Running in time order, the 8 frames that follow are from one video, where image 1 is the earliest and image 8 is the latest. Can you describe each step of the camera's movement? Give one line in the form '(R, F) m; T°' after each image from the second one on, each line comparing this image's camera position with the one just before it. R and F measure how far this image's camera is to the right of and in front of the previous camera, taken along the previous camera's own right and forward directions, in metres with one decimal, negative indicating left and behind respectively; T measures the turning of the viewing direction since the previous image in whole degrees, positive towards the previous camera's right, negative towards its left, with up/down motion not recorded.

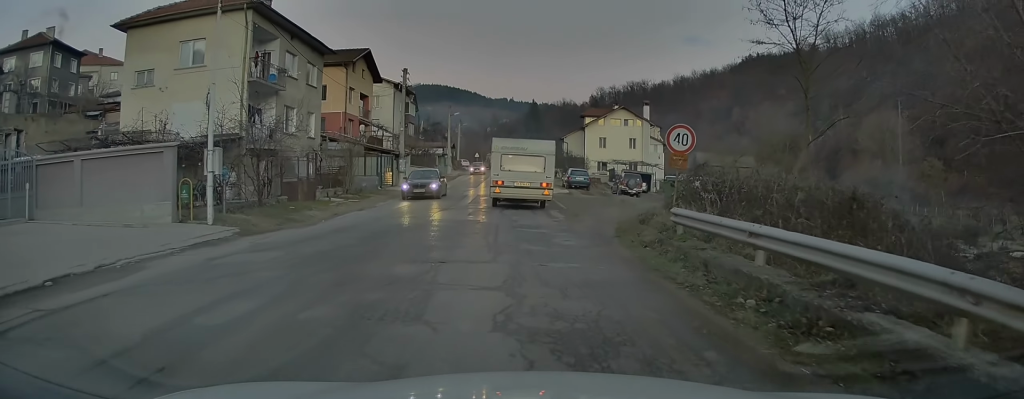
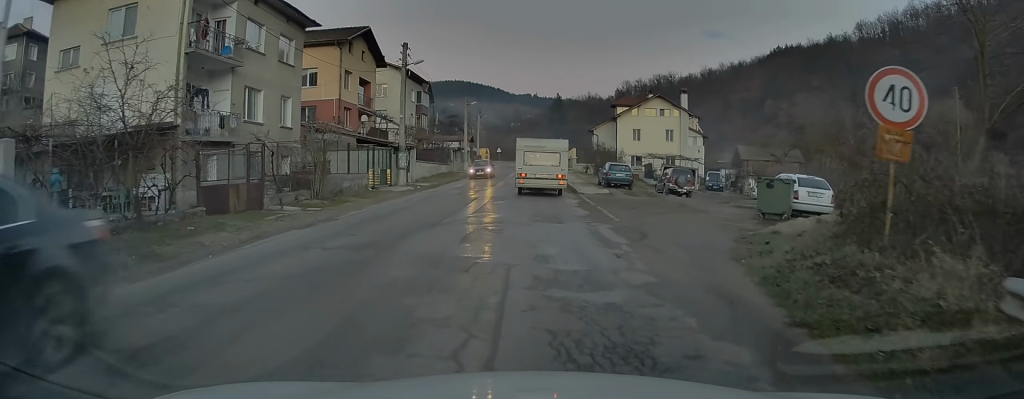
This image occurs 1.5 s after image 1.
(-0.8, +8.8) m; -5°
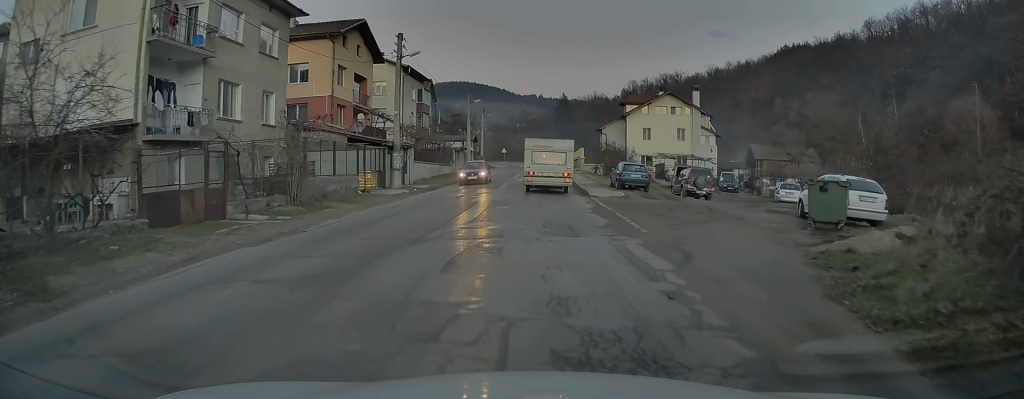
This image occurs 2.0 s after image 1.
(-0.1, +3.2) m; +1°
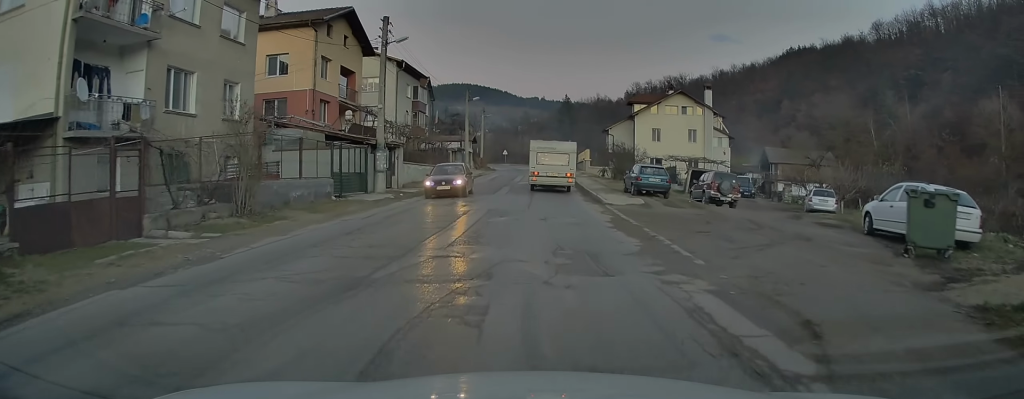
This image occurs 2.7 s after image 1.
(+0.3, +4.5) m; -1°
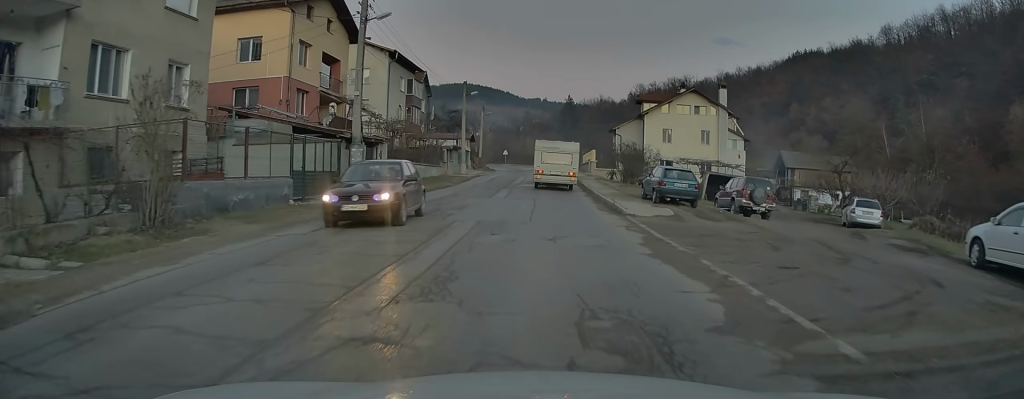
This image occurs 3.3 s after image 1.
(-0.1, +4.8) m; -1°
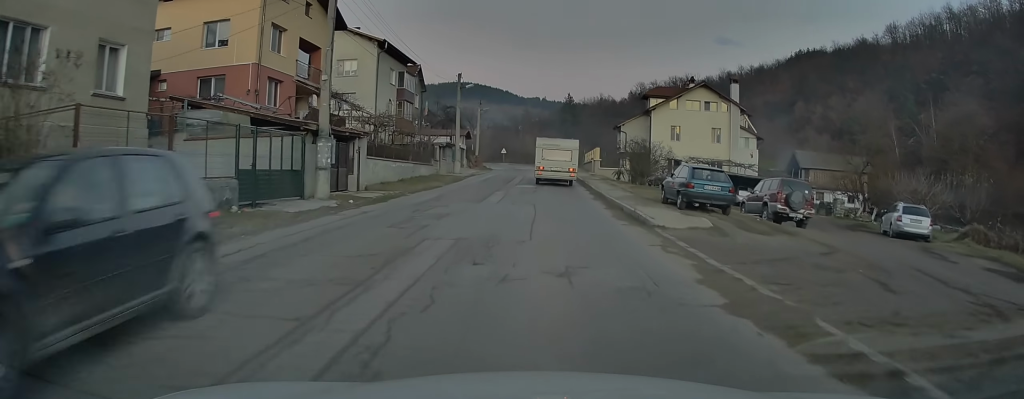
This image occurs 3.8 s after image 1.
(-0.3, +4.2) m; 0°
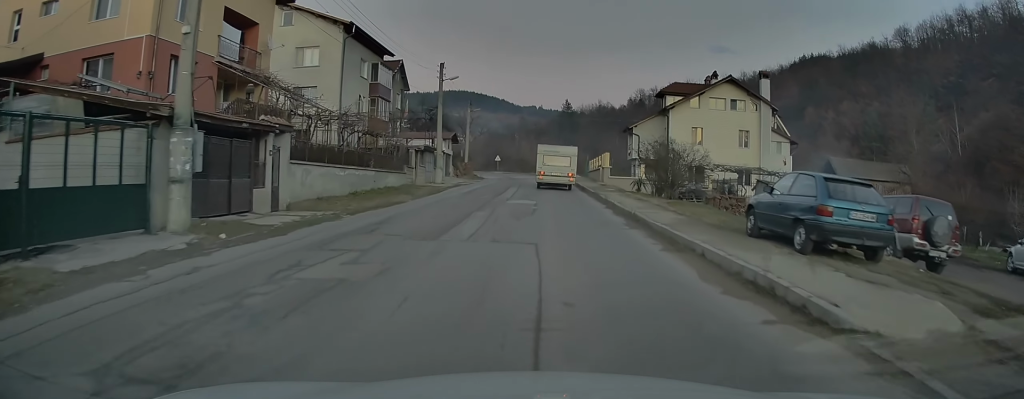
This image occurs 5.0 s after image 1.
(+0.5, +9.4) m; +4°
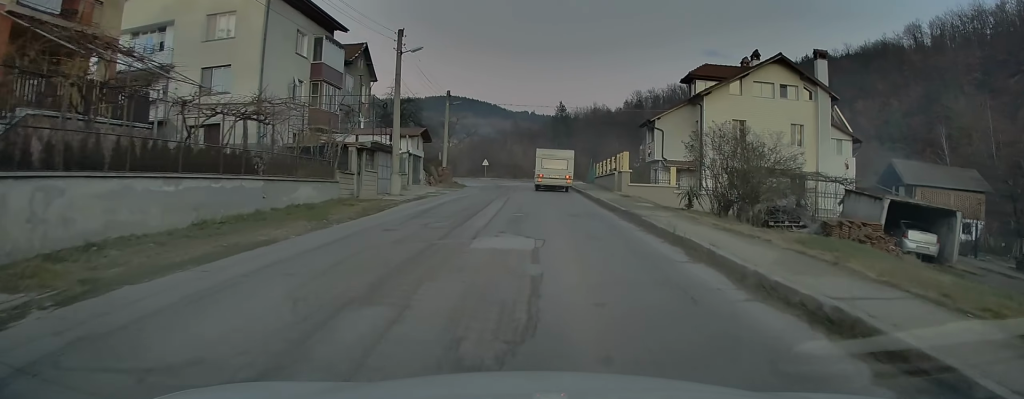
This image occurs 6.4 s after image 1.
(-0.2, +12.7) m; -1°
